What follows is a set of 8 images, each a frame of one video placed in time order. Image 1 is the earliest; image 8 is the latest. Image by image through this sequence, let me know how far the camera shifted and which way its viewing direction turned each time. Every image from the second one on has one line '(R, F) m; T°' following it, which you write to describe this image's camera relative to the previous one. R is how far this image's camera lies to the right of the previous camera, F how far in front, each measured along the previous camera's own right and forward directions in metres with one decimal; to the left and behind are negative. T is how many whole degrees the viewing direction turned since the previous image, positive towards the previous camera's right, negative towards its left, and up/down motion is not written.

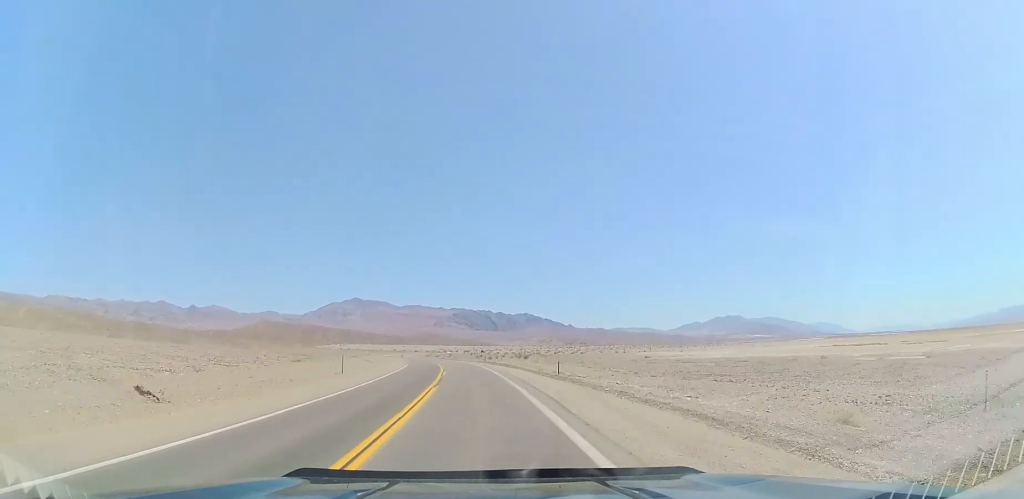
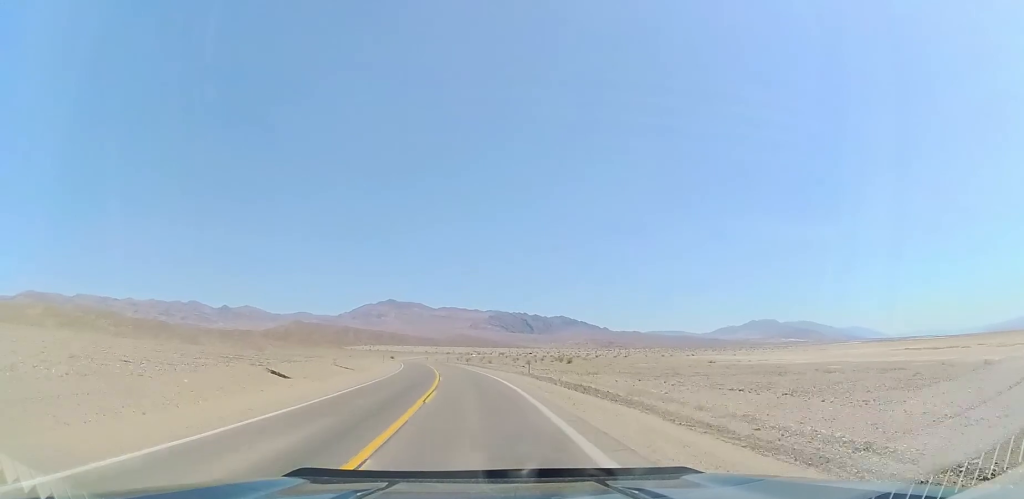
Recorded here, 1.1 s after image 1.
(+0.2, +31.2) m; -1°
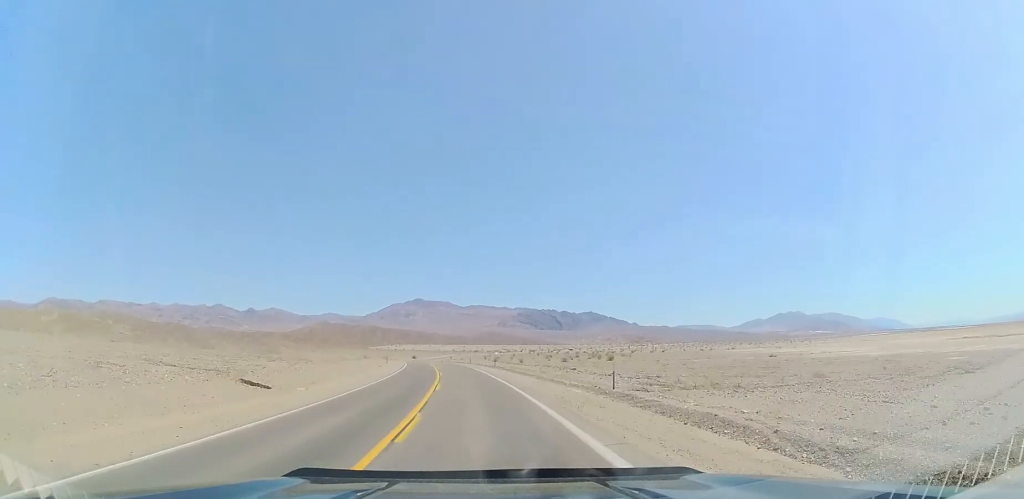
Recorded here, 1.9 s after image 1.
(-0.6, +22.3) m; -4°
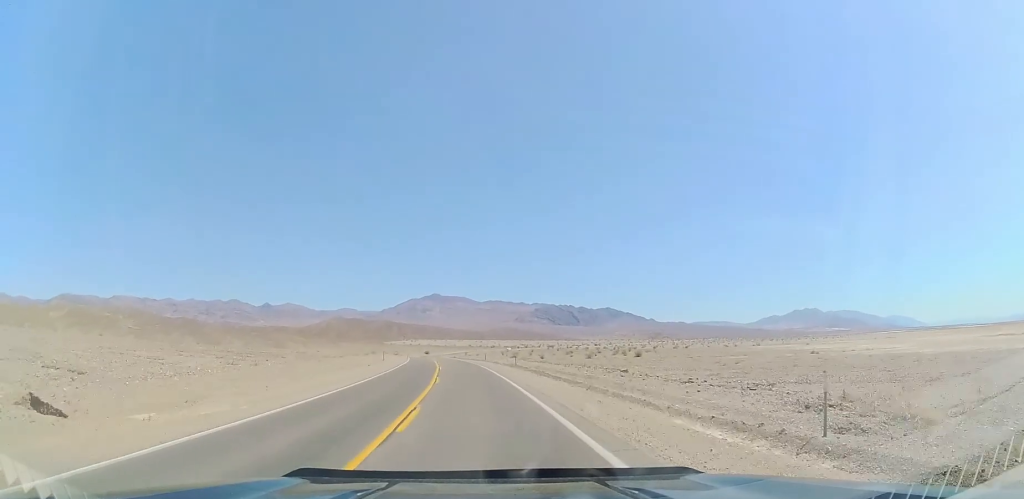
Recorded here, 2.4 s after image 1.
(-0.4, +13.9) m; -2°
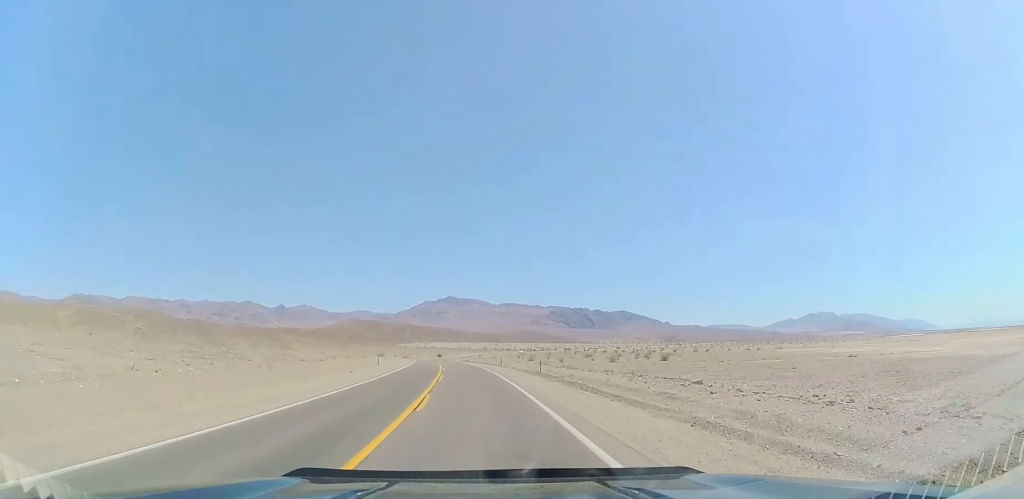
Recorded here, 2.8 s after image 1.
(-0.3, +12.0) m; -2°
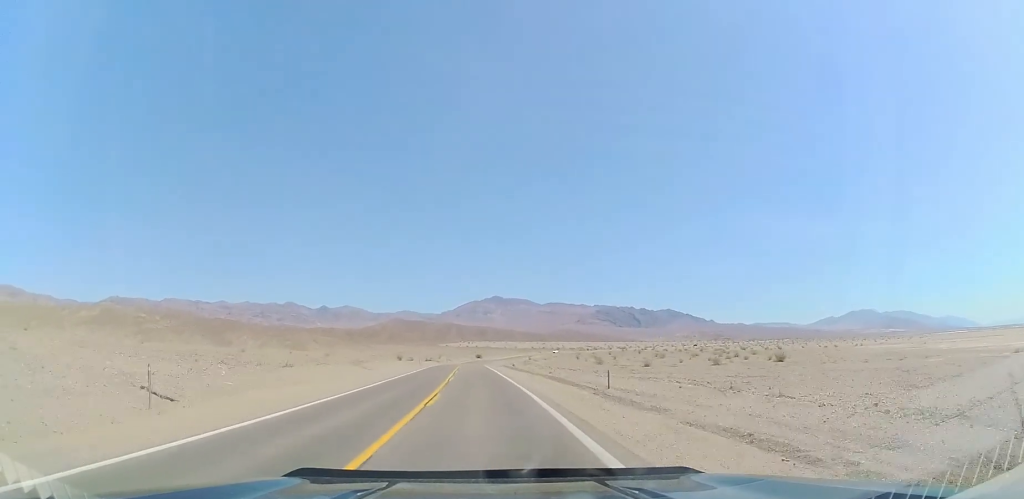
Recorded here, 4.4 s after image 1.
(-2.4, +42.6) m; -6°
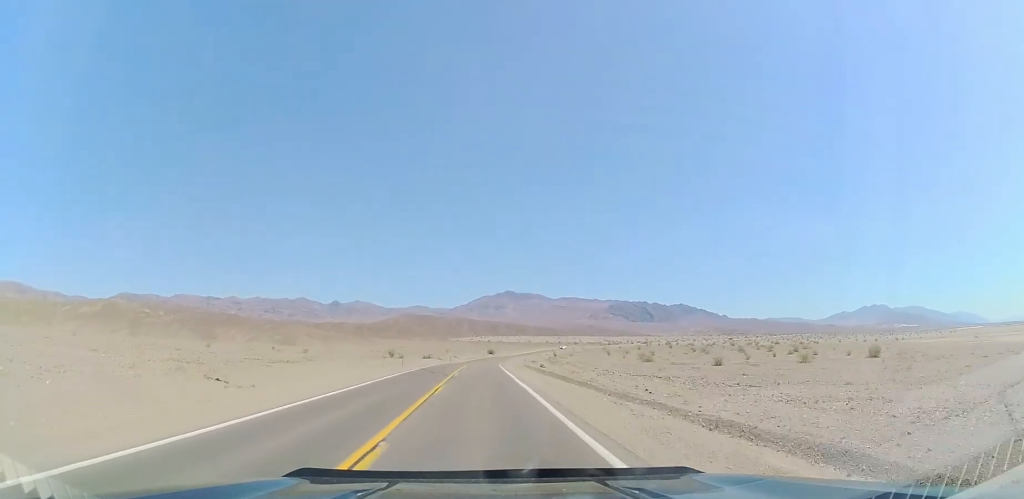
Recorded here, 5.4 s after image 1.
(-1.0, +27.5) m; -3°
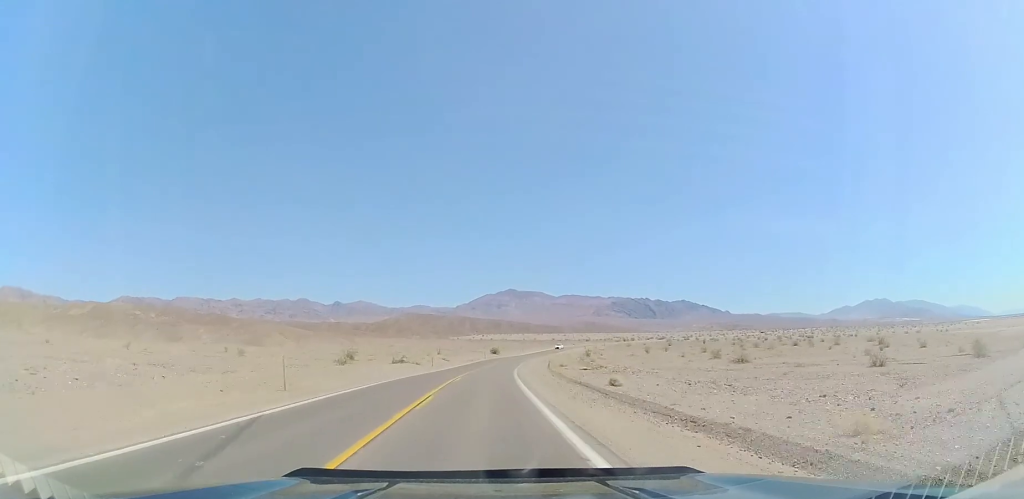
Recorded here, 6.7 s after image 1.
(-0.6, +34.1) m; -1°
